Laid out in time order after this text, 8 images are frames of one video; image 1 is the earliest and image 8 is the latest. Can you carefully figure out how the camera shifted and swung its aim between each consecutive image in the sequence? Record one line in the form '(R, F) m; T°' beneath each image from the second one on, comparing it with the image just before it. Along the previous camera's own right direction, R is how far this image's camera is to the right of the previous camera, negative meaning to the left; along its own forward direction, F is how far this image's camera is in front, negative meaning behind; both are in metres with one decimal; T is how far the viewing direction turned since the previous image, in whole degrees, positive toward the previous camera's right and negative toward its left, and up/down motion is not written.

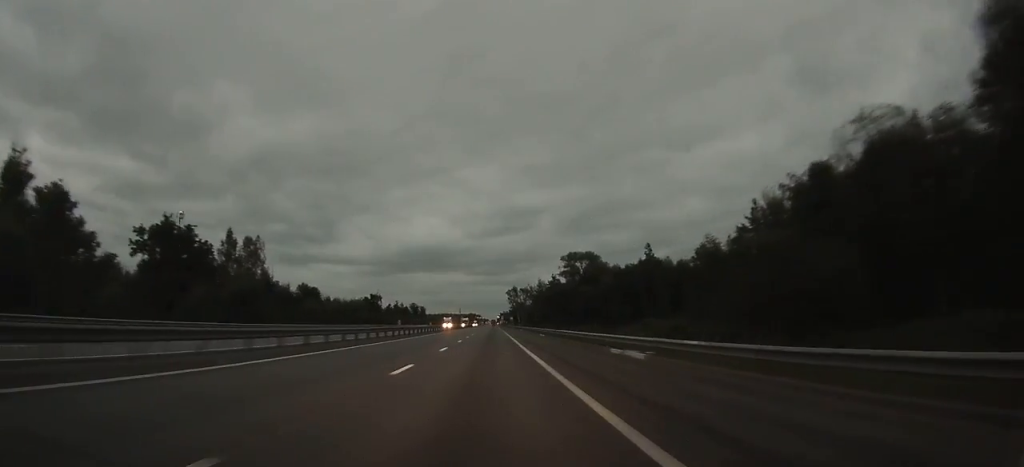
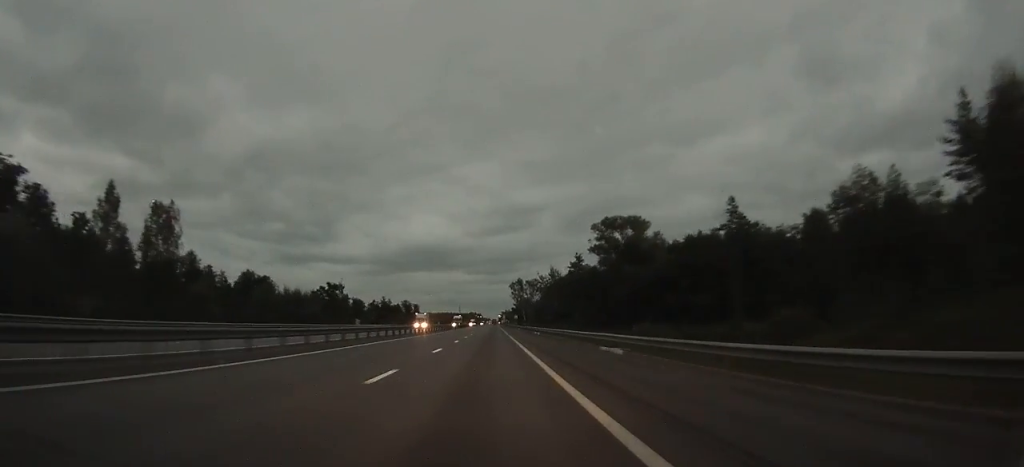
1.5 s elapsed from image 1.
(+0.1, +37.8) m; 0°
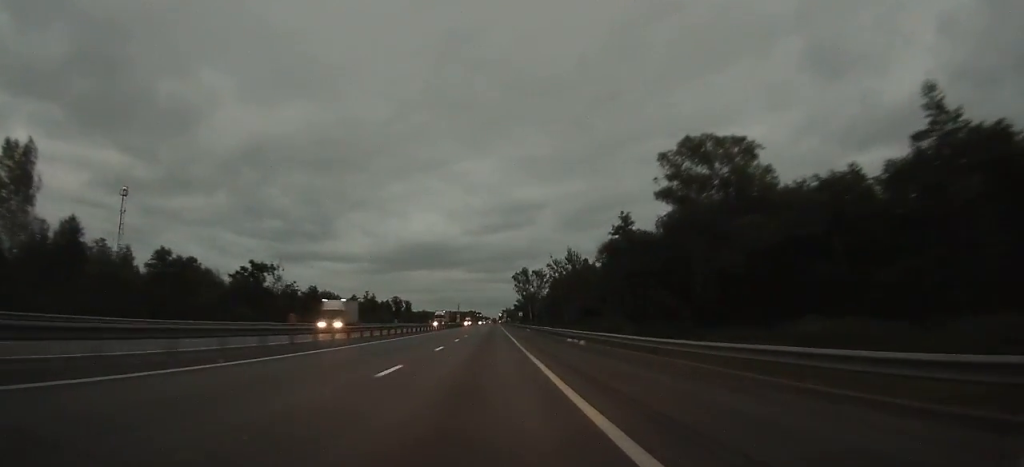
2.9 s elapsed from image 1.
(0.0, +34.6) m; 0°
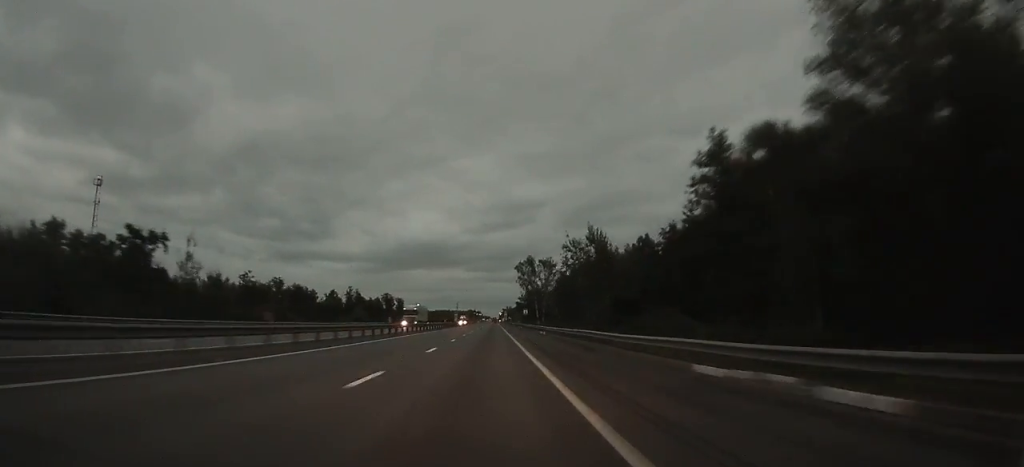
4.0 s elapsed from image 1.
(-0.1, +26.4) m; 0°
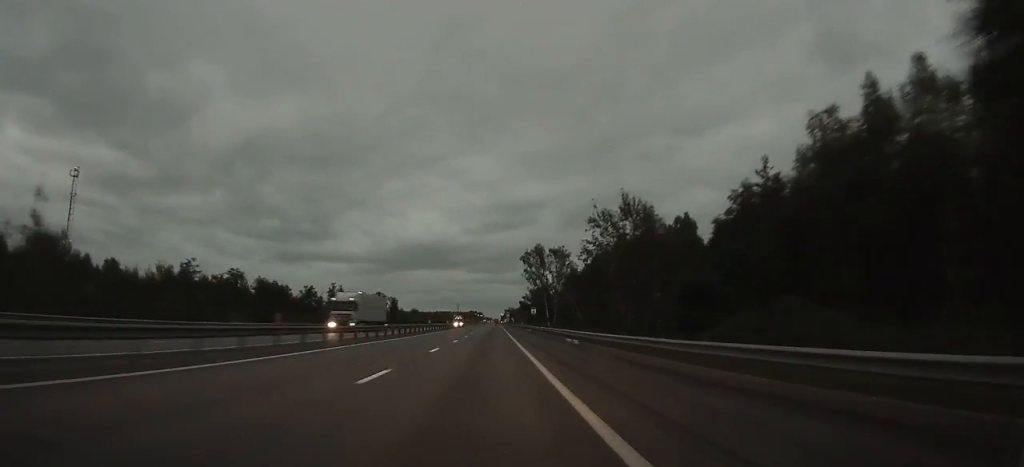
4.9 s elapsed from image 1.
(0.0, +23.2) m; 0°
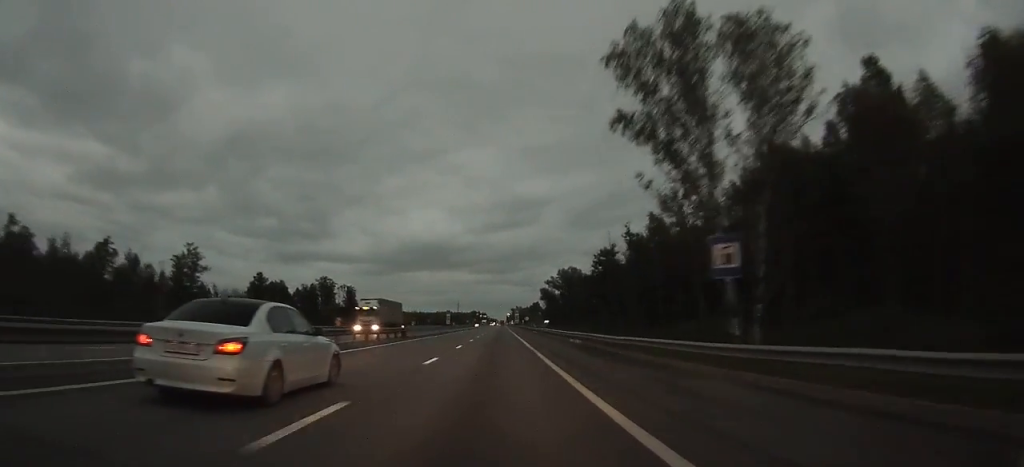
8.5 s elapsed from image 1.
(-0.1, +89.6) m; 0°
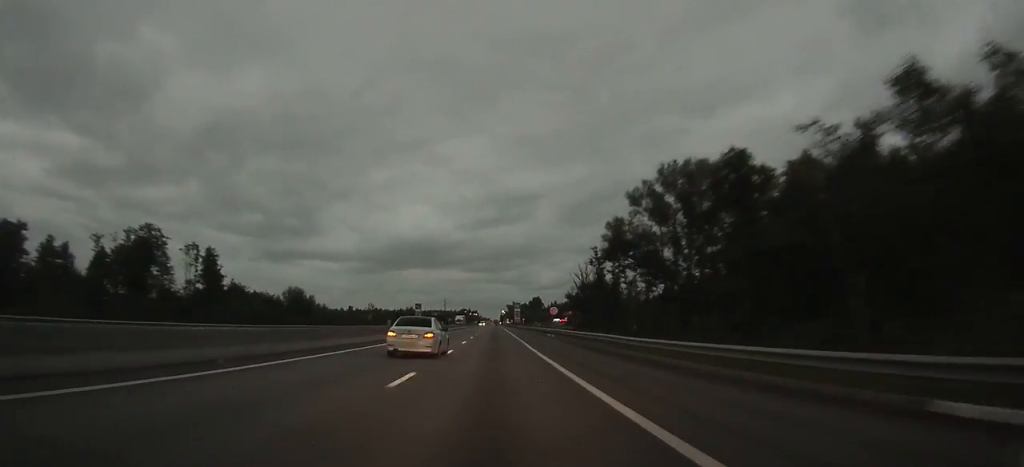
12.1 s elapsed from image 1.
(0.0, +90.0) m; 0°
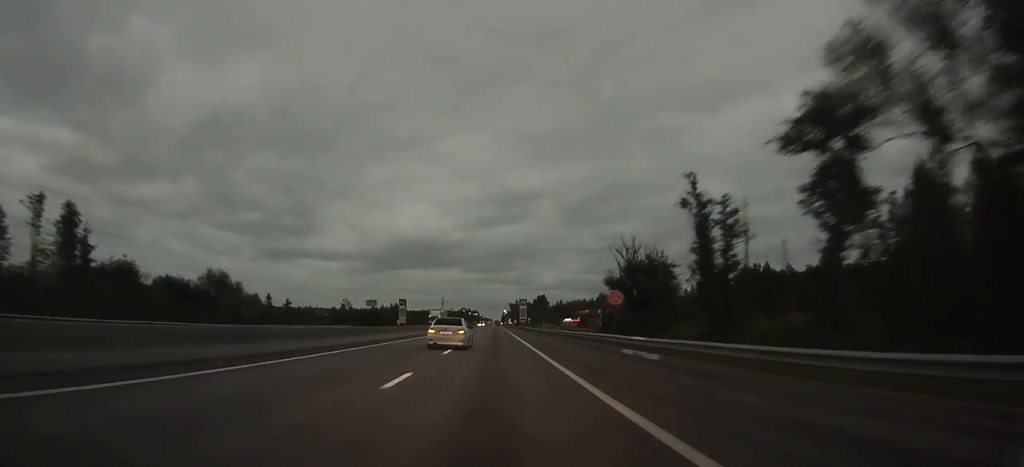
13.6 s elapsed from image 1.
(+0.1, +36.5) m; 0°
